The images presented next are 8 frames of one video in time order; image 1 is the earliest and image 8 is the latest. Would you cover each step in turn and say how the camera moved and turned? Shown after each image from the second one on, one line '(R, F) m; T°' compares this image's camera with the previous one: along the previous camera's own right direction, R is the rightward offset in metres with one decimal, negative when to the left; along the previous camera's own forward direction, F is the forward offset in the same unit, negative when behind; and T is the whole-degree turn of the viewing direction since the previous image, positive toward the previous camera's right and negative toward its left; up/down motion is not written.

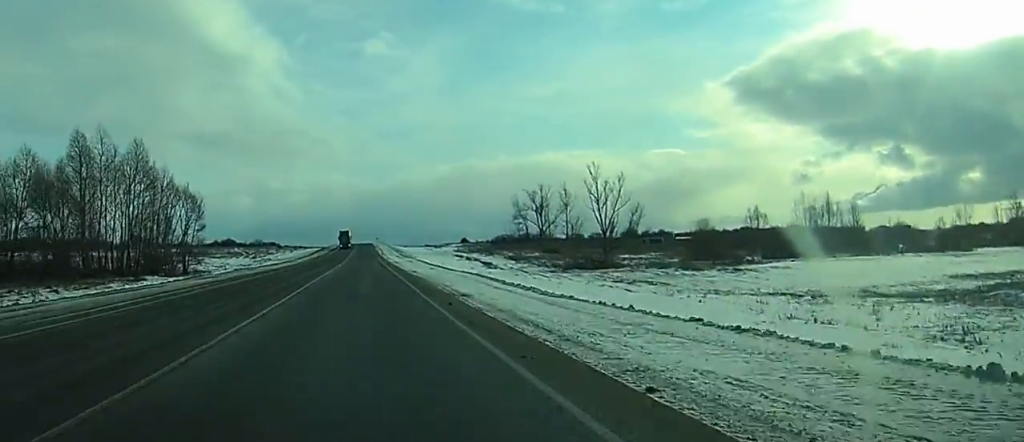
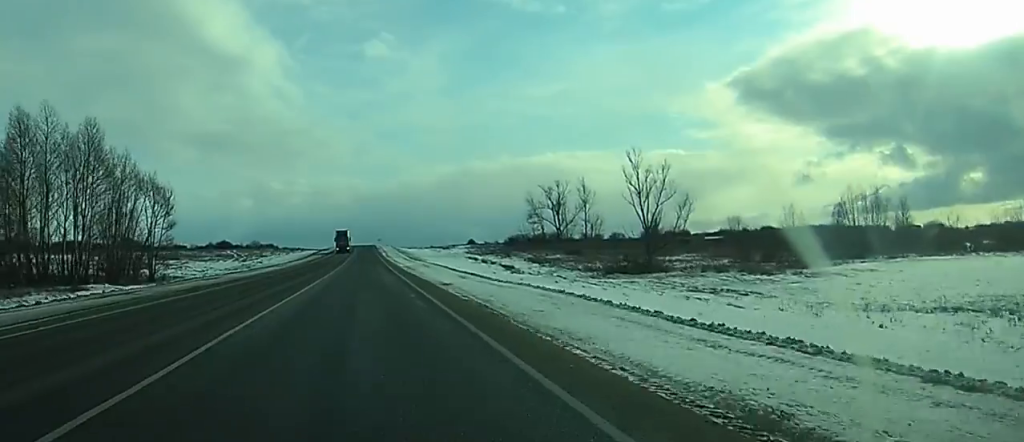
(0.0, +18.6) m; 0°
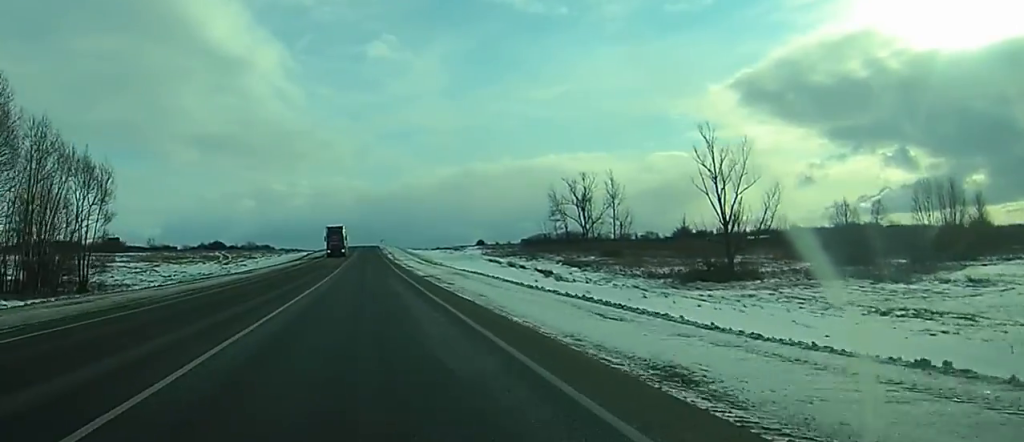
(0.0, +23.8) m; 0°
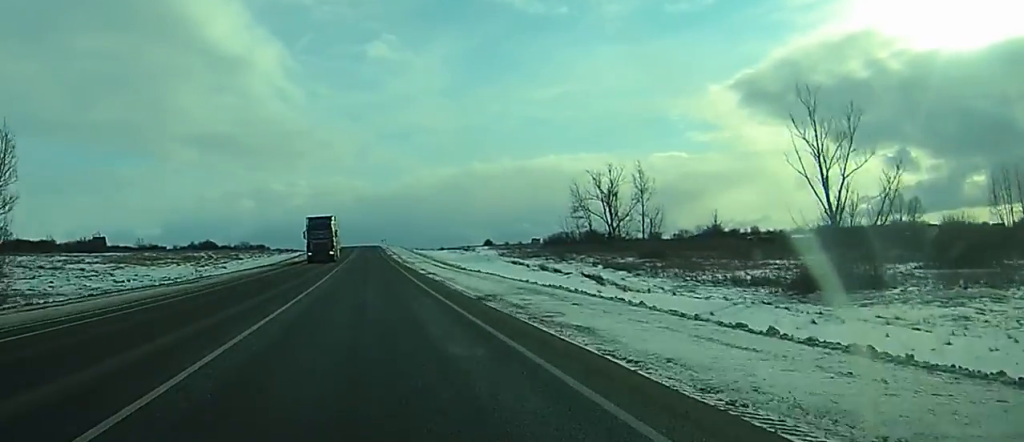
(0.0, +20.7) m; 0°
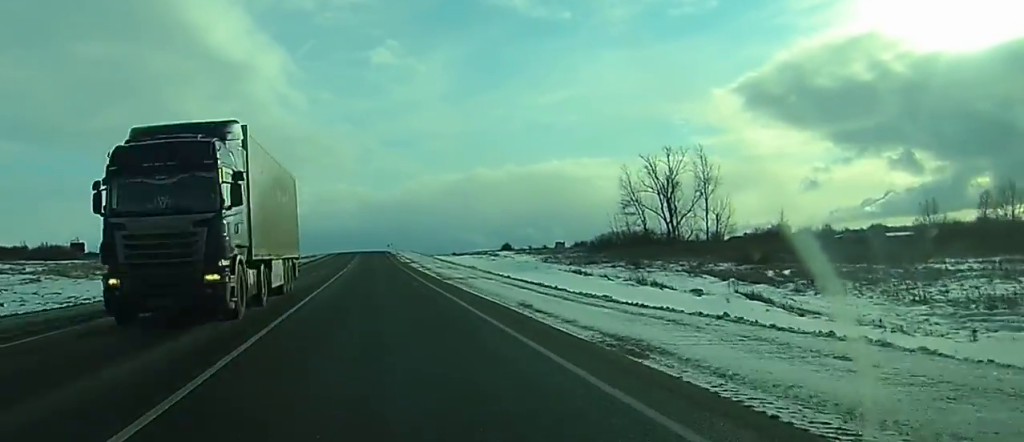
(-0.2, +31.9) m; -1°
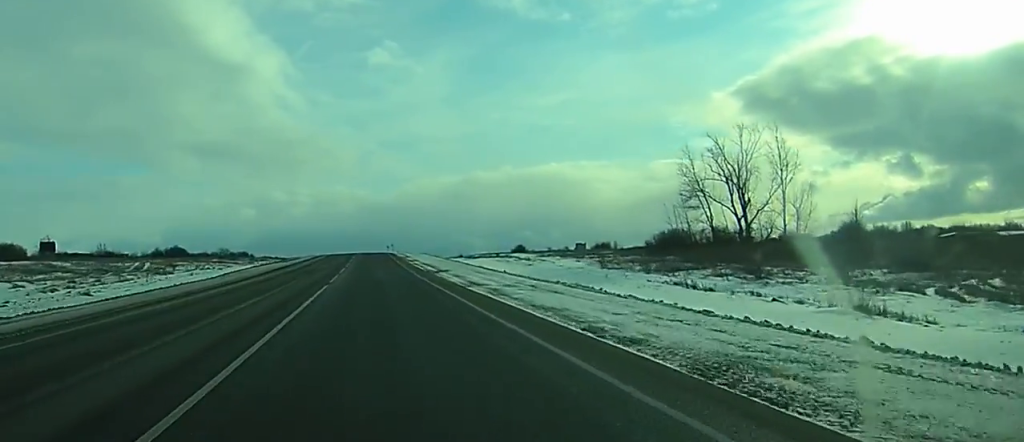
(-0.3, +28.1) m; +1°
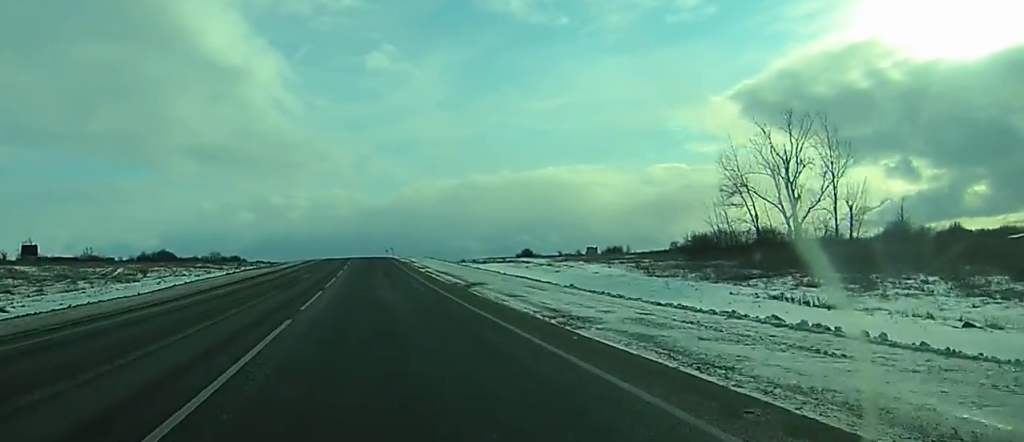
(-0.5, +13.9) m; +1°
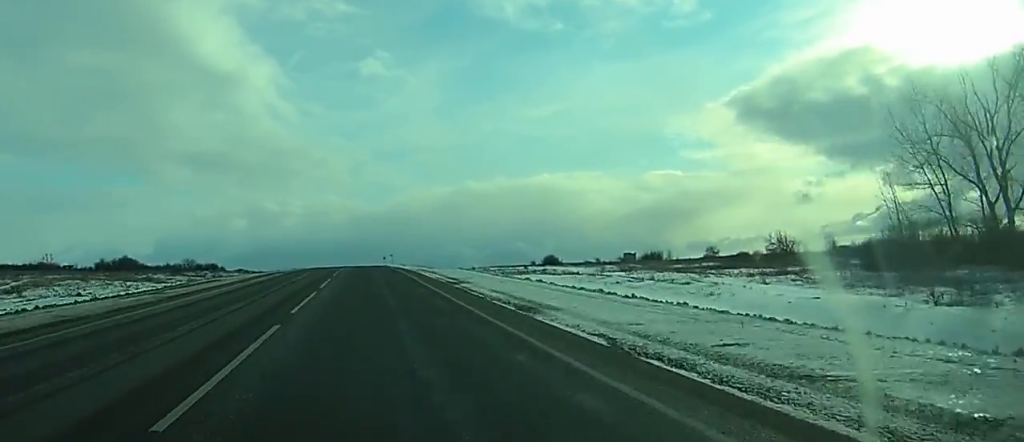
(+2.2, +34.0) m; +3°
